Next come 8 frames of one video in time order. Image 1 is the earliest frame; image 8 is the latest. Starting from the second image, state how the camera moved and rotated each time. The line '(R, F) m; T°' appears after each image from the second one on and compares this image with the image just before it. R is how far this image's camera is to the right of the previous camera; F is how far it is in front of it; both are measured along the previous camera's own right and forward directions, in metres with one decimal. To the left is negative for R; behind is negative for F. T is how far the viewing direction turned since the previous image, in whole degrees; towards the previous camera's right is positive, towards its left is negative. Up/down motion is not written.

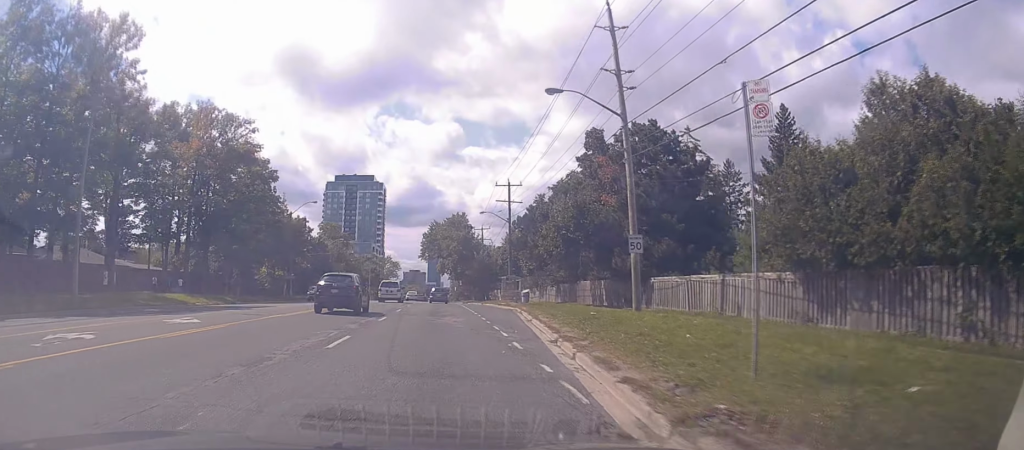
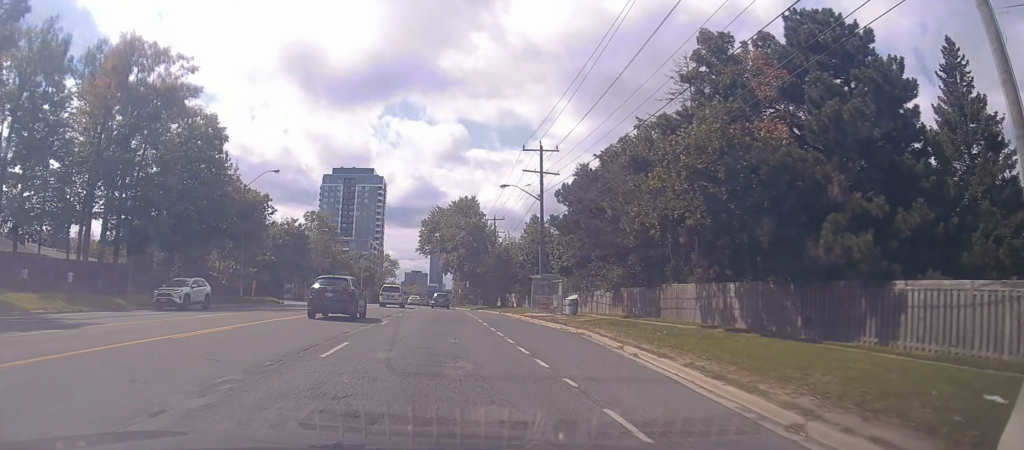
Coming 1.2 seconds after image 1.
(-0.7, +18.3) m; +1°
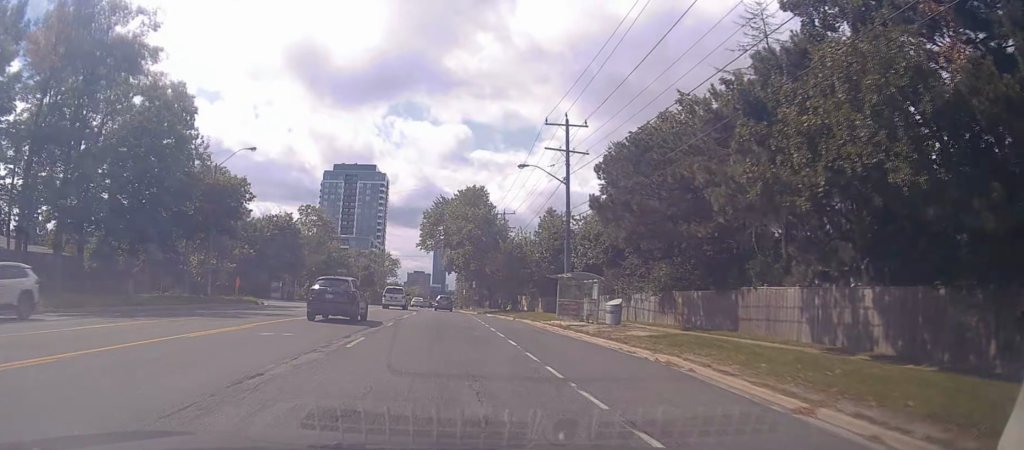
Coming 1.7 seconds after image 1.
(+0.5, +8.1) m; 0°
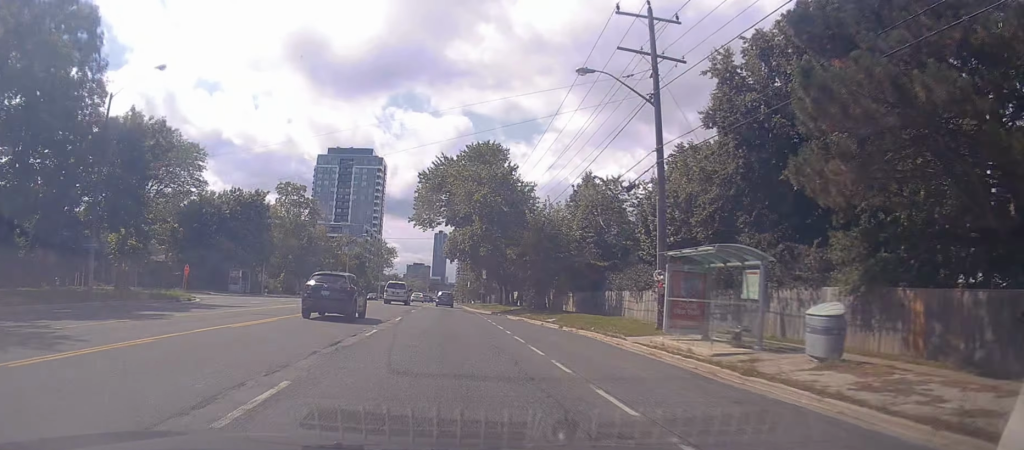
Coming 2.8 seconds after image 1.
(0.0, +16.1) m; -1°
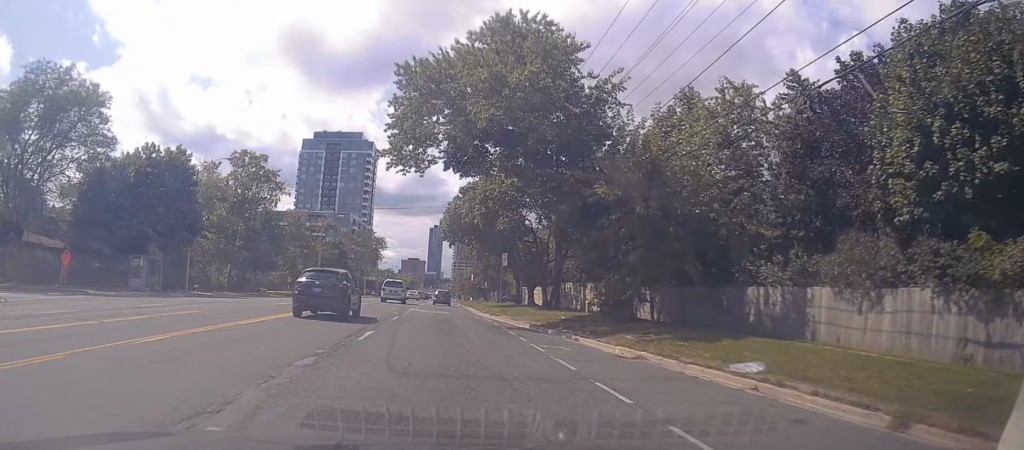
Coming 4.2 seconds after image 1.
(-0.1, +21.0) m; +1°
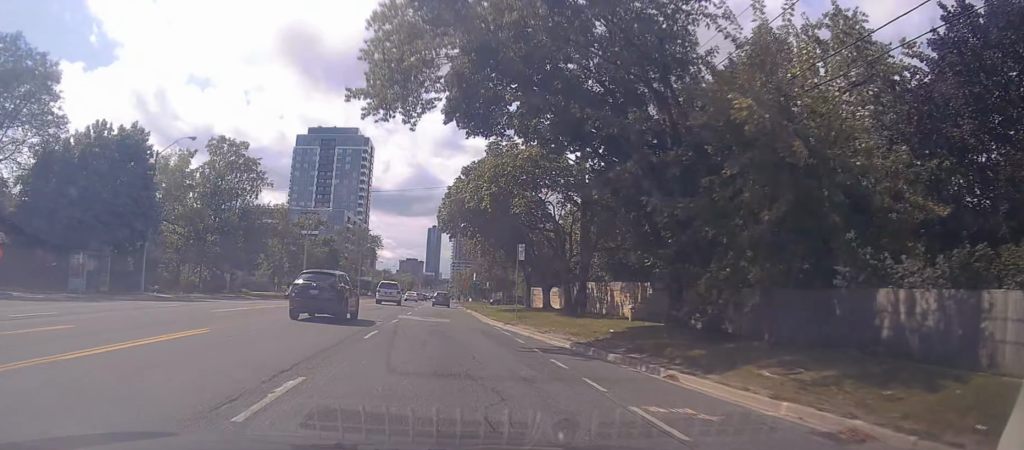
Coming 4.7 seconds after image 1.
(0.0, +7.9) m; 0°
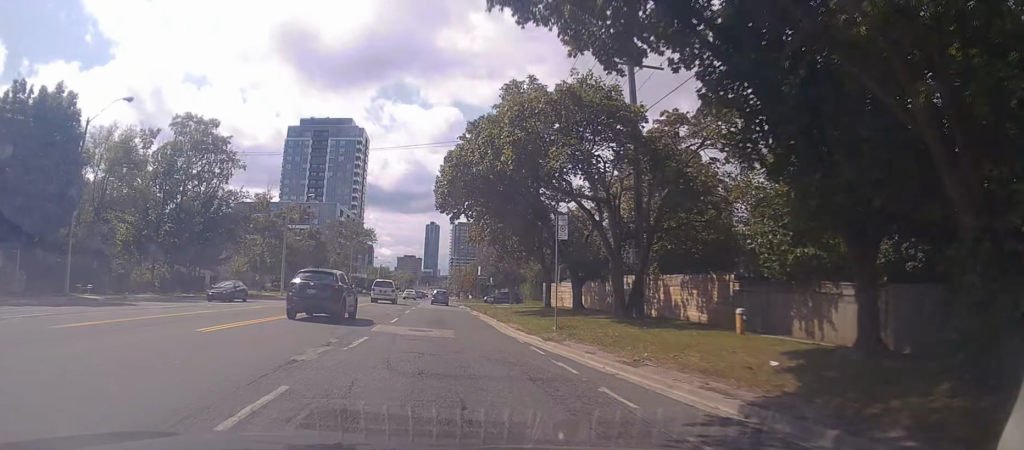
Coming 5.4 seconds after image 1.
(0.0, +9.9) m; 0°
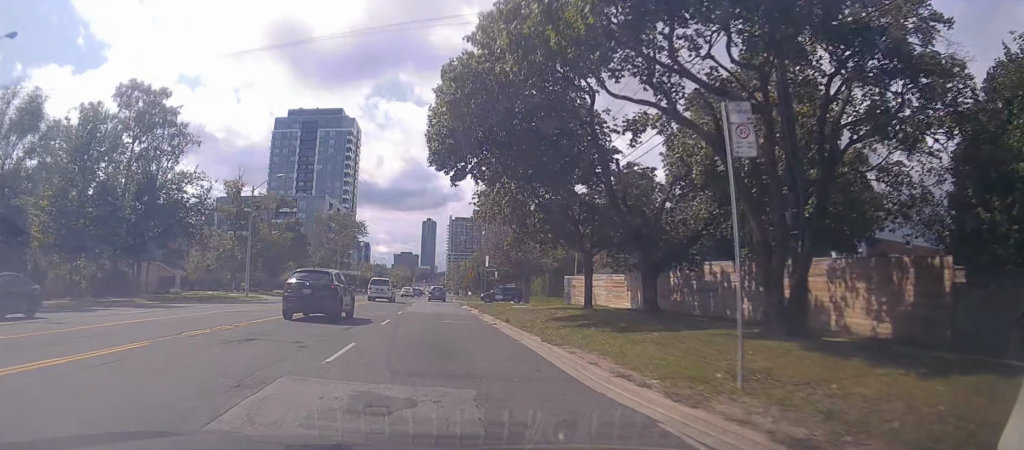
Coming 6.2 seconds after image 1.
(-0.1, +11.7) m; 0°
